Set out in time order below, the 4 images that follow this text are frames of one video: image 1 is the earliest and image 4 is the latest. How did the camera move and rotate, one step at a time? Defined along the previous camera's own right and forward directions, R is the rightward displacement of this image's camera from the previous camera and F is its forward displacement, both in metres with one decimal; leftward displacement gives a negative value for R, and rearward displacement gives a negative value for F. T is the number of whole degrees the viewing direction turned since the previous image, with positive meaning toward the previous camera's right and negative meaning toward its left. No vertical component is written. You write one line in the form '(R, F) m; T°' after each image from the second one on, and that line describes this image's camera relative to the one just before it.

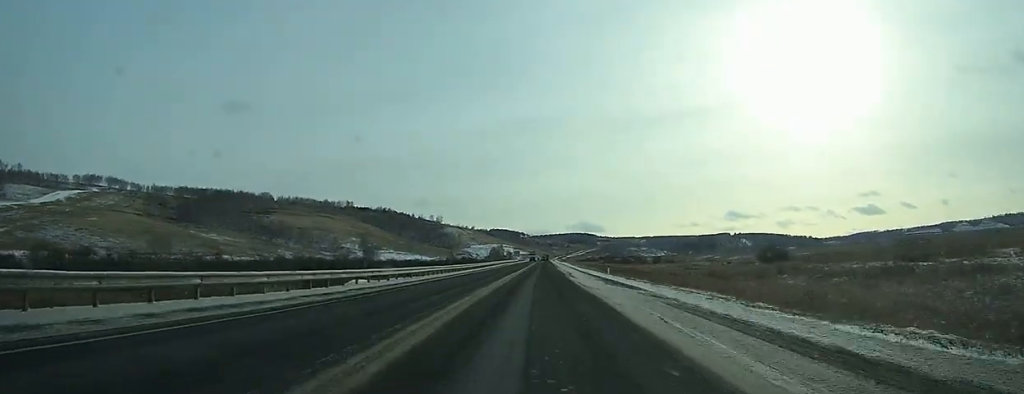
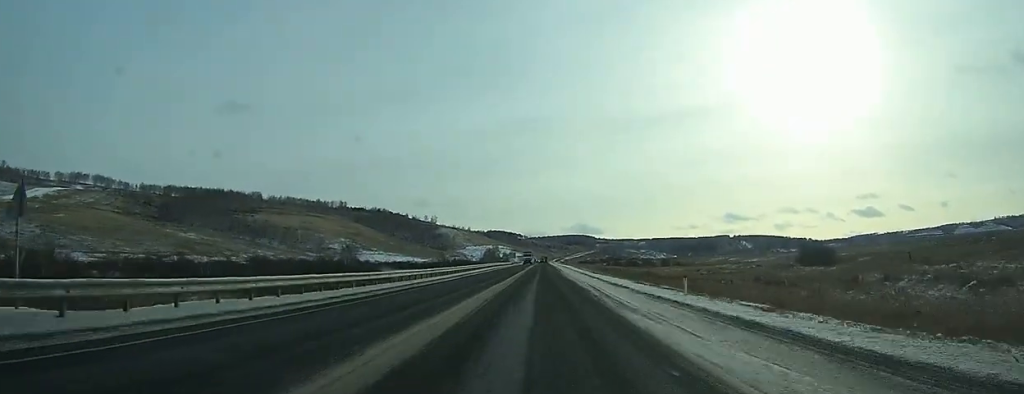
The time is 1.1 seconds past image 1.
(+0.2, +27.1) m; +1°
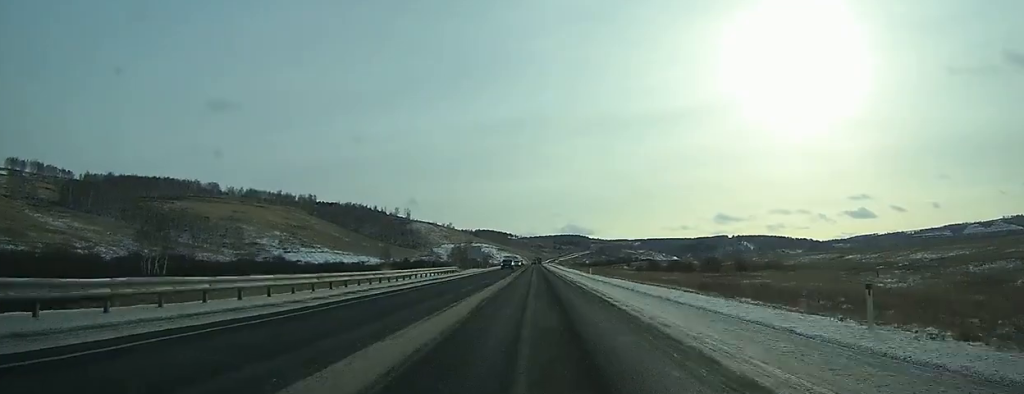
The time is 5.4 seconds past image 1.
(+0.9, +115.5) m; +1°
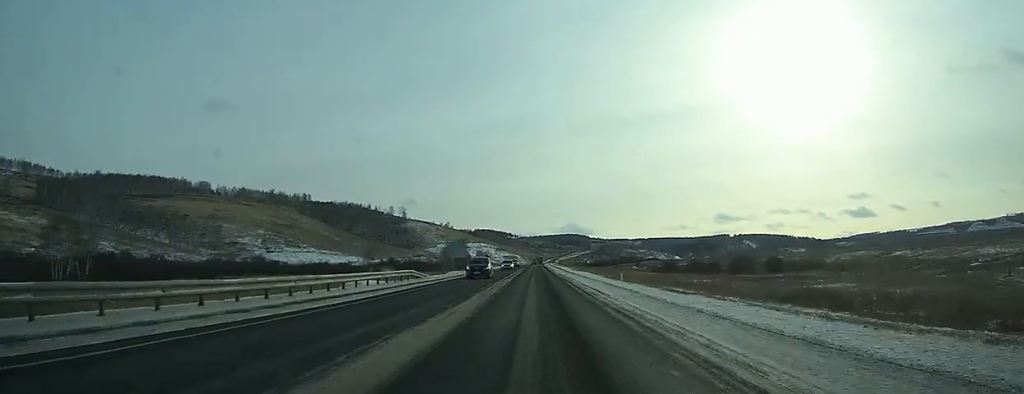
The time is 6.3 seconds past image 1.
(0.0, +22.4) m; 0°
